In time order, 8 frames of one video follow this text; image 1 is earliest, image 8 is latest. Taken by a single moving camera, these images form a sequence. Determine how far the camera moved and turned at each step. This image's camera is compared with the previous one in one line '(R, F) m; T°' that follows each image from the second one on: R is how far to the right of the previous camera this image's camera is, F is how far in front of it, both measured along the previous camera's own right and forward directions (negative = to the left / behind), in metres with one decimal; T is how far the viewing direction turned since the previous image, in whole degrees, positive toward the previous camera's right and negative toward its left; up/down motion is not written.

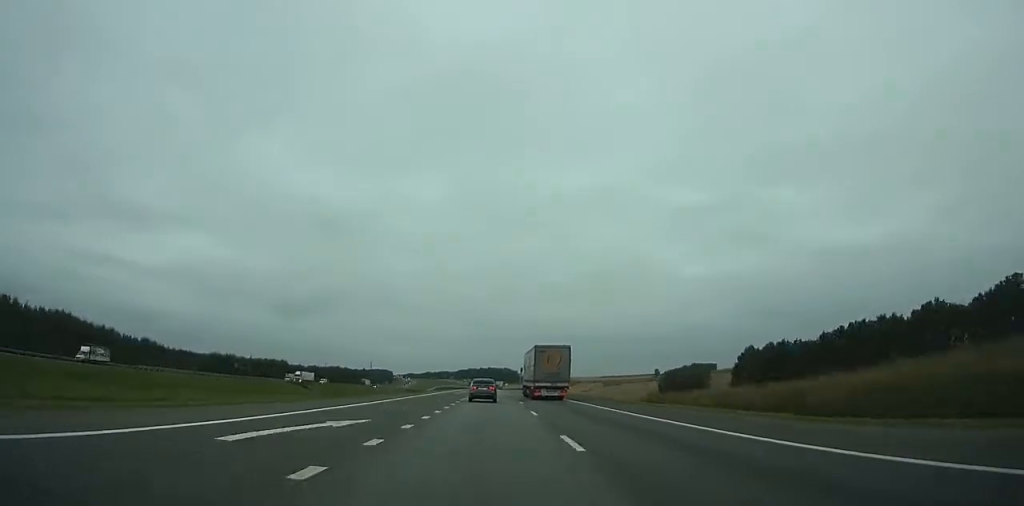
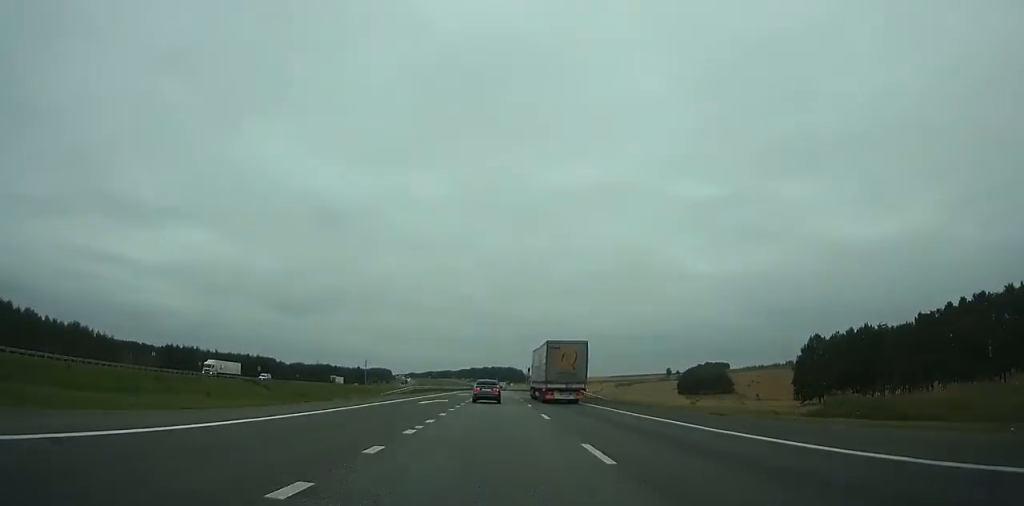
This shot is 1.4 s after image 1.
(0.0, +35.4) m; 0°
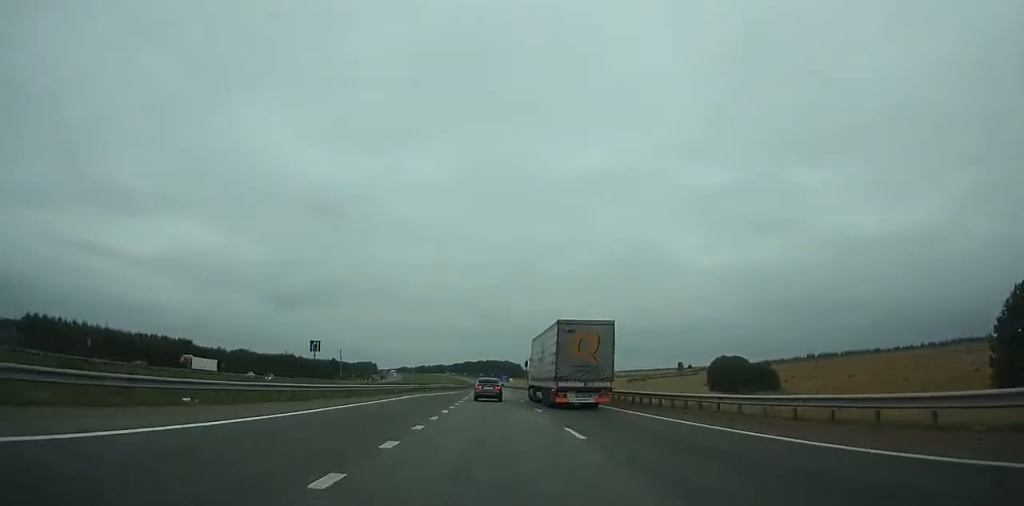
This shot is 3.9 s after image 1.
(-0.2, +65.4) m; 0°
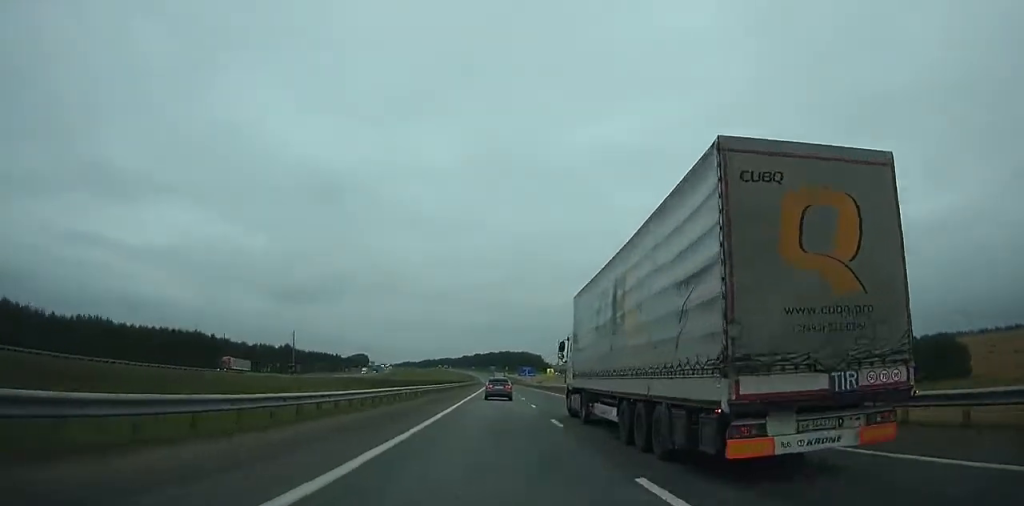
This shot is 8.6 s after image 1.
(-0.8, +125.9) m; -1°
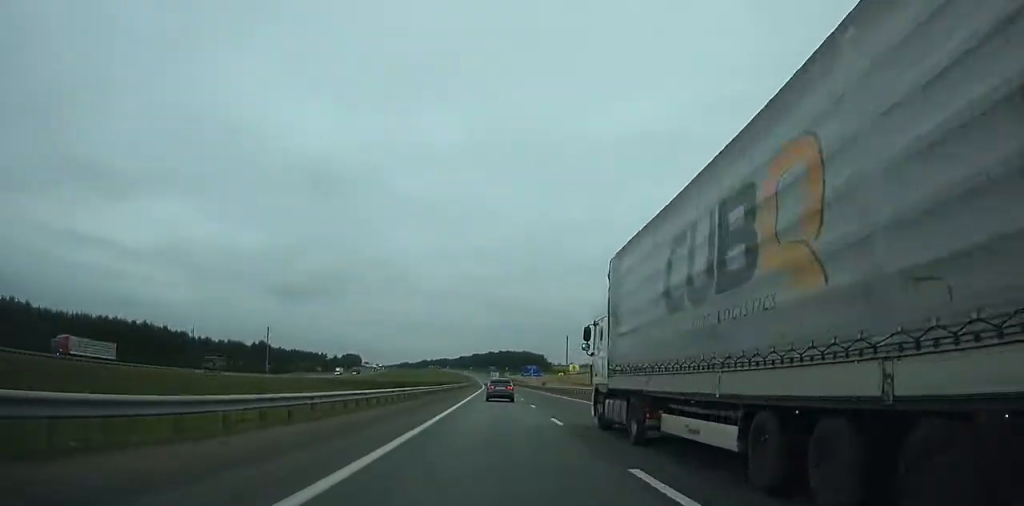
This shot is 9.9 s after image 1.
(-0.1, +35.3) m; 0°
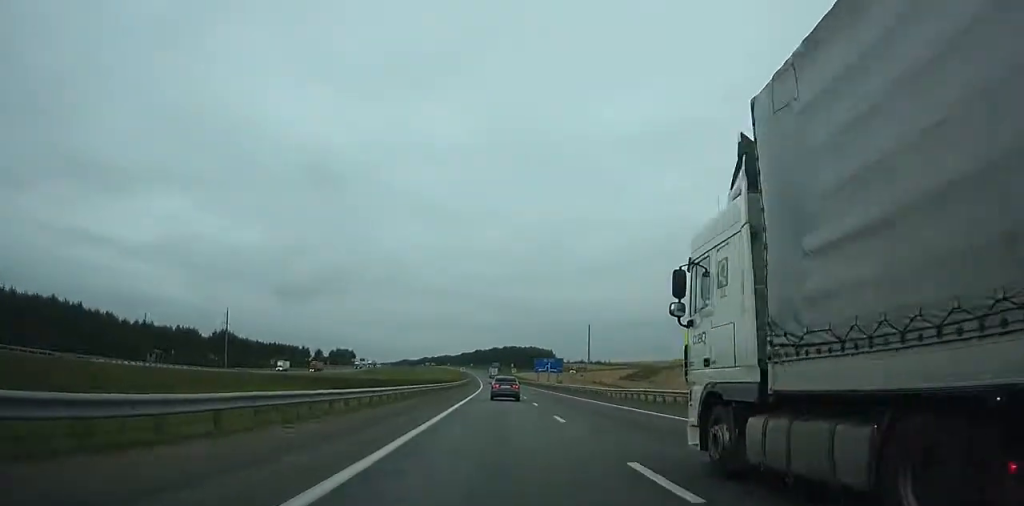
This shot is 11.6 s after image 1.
(-0.1, +46.3) m; 0°
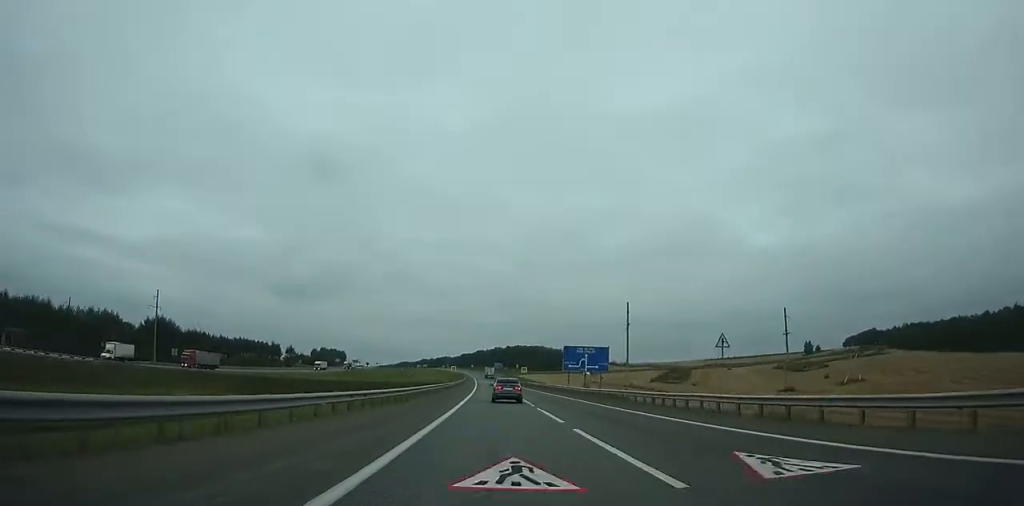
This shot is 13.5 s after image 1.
(-0.1, +51.8) m; 0°
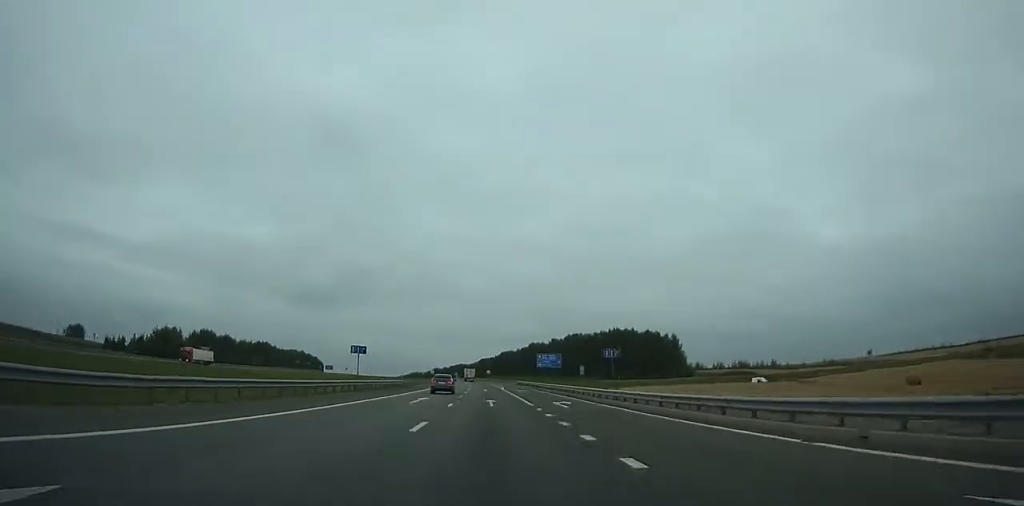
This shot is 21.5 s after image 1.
(-2.2, +213.6) m; -2°
